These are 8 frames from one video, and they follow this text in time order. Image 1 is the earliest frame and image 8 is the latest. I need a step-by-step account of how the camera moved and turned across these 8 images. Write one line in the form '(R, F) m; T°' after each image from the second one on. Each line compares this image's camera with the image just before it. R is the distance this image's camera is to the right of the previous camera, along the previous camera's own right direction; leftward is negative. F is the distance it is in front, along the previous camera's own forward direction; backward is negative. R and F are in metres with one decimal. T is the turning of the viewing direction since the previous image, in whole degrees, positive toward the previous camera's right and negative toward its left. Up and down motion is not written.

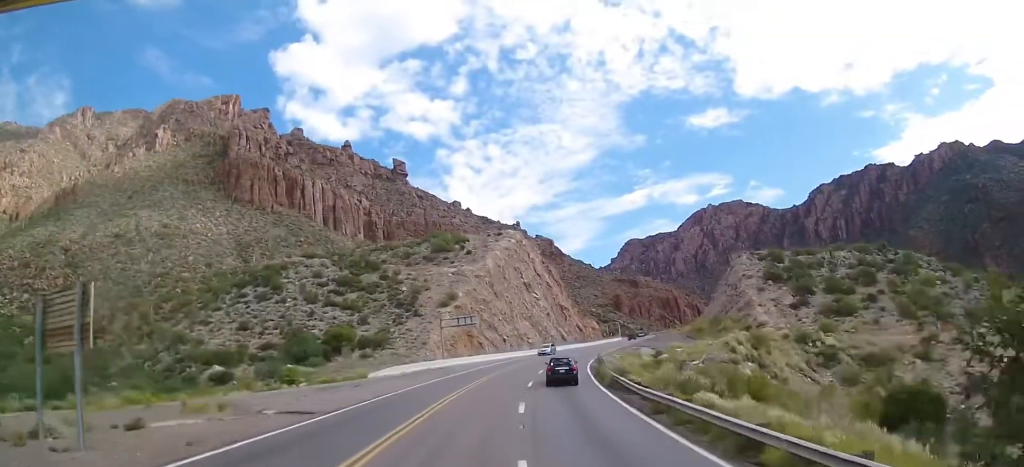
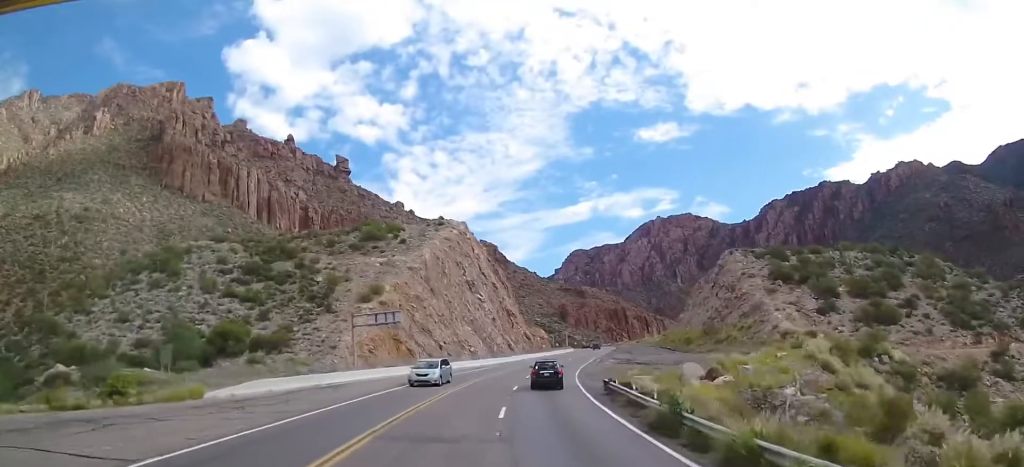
(+0.9, +26.0) m; +4°
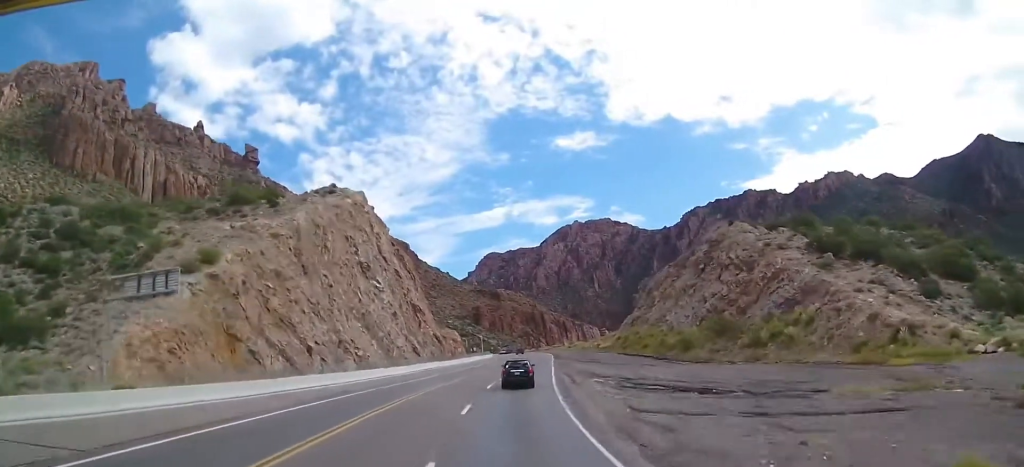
(+1.6, +35.5) m; +6°
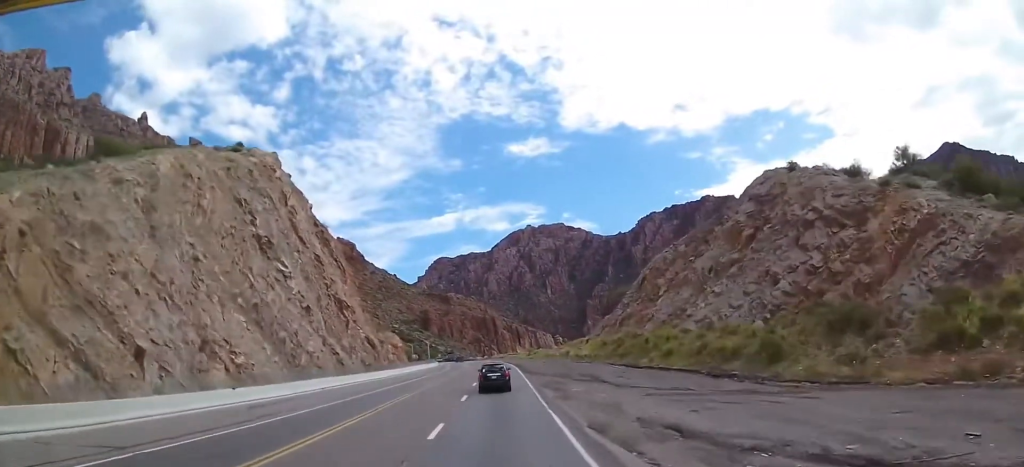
(+1.8, +29.3) m; +6°
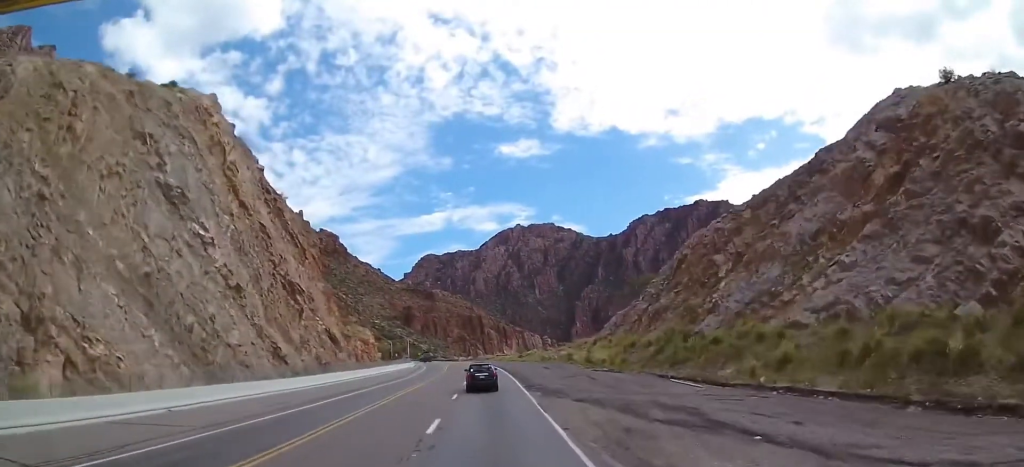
(+0.7, +23.3) m; +3°
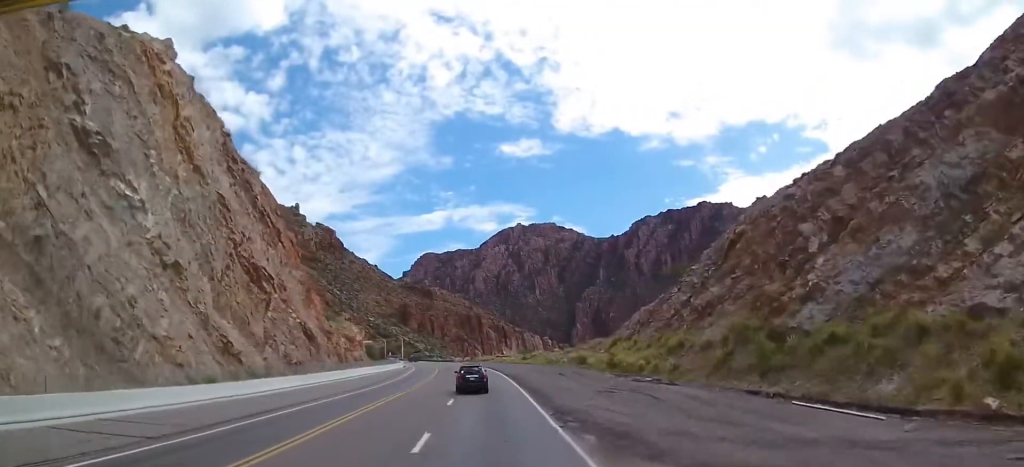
(+0.4, +15.8) m; 0°
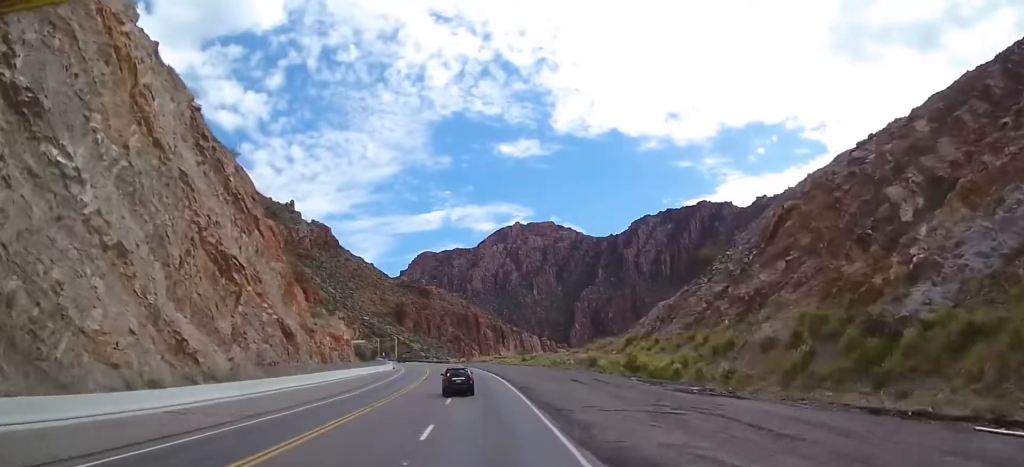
(-0.2, +10.2) m; 0°
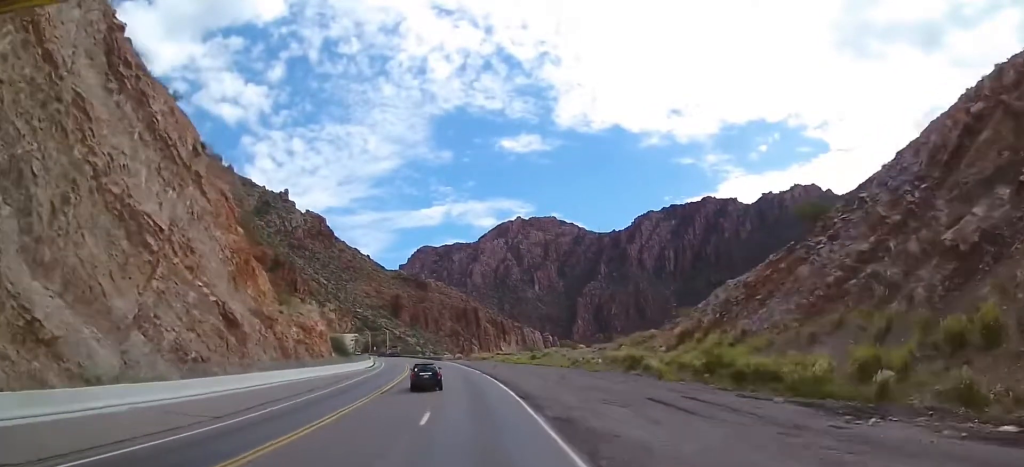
(-0.1, +21.9) m; +1°
